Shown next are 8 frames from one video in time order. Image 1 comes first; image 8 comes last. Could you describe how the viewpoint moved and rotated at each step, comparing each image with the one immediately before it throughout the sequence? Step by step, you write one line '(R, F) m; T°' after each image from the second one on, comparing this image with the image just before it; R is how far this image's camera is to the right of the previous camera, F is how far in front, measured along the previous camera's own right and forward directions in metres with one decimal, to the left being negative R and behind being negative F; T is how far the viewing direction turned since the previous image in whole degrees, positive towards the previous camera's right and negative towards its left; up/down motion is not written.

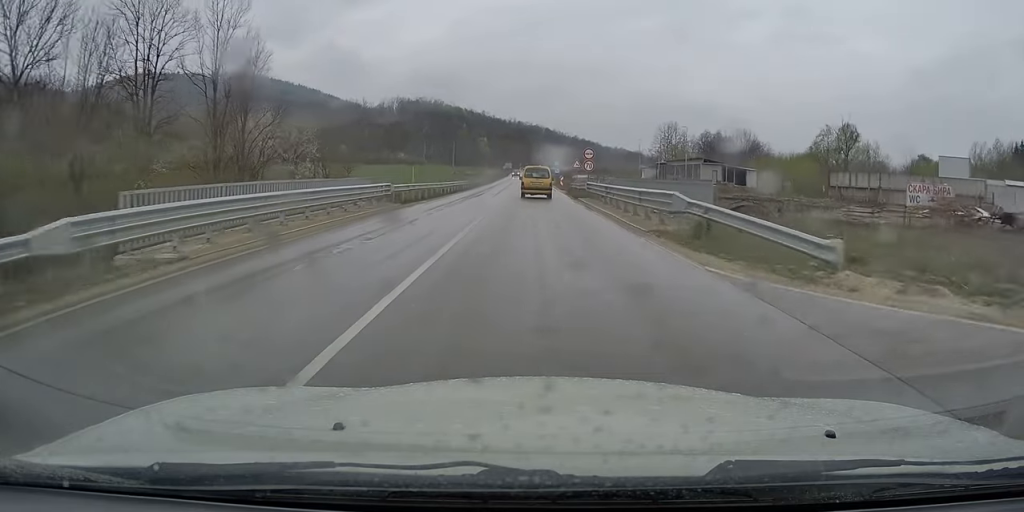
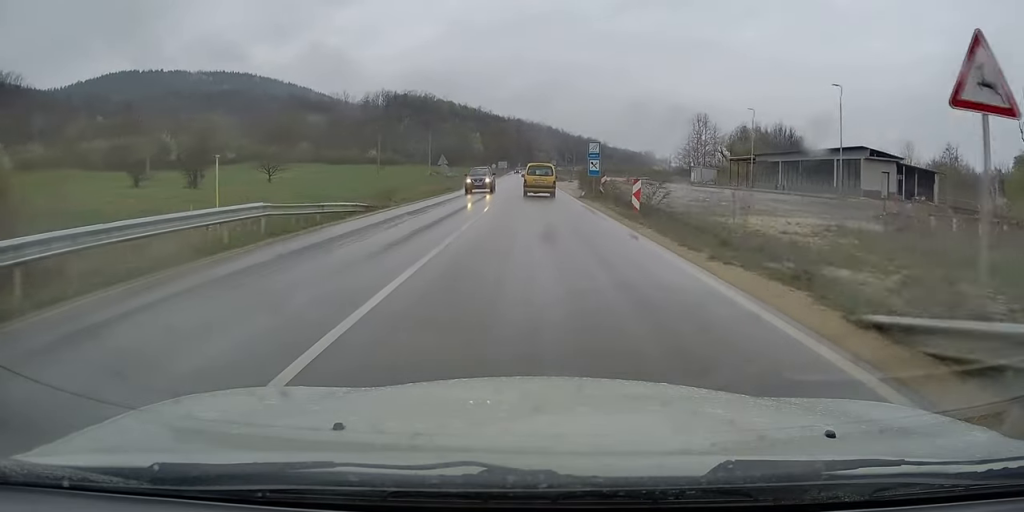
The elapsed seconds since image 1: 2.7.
(-0.5, +47.8) m; 0°
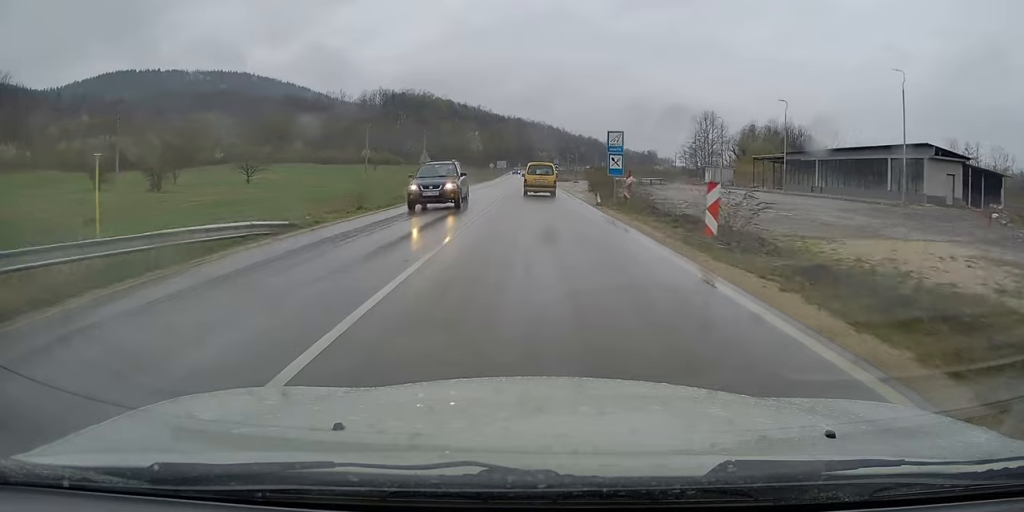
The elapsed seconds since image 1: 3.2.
(+0.2, +8.7) m; 0°
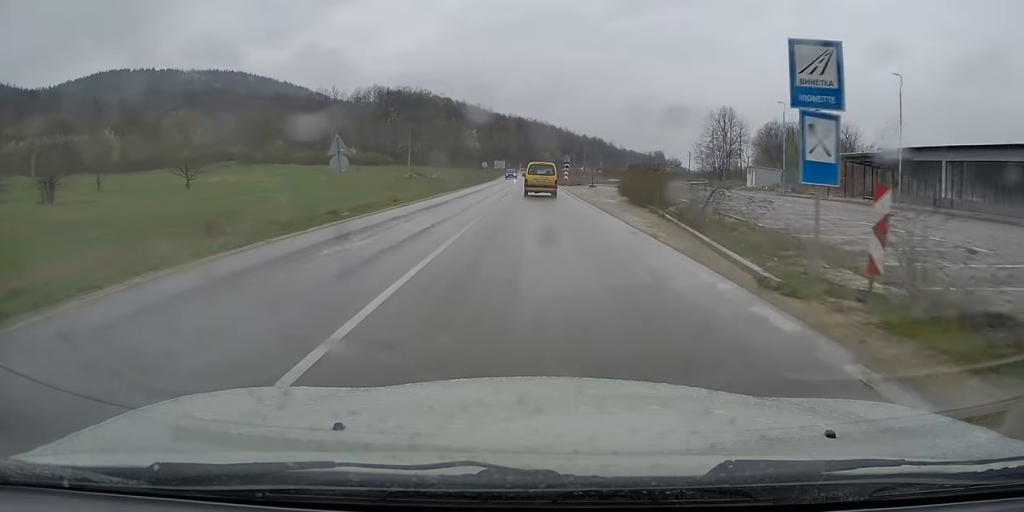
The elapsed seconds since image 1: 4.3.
(+0.1, +19.2) m; -1°
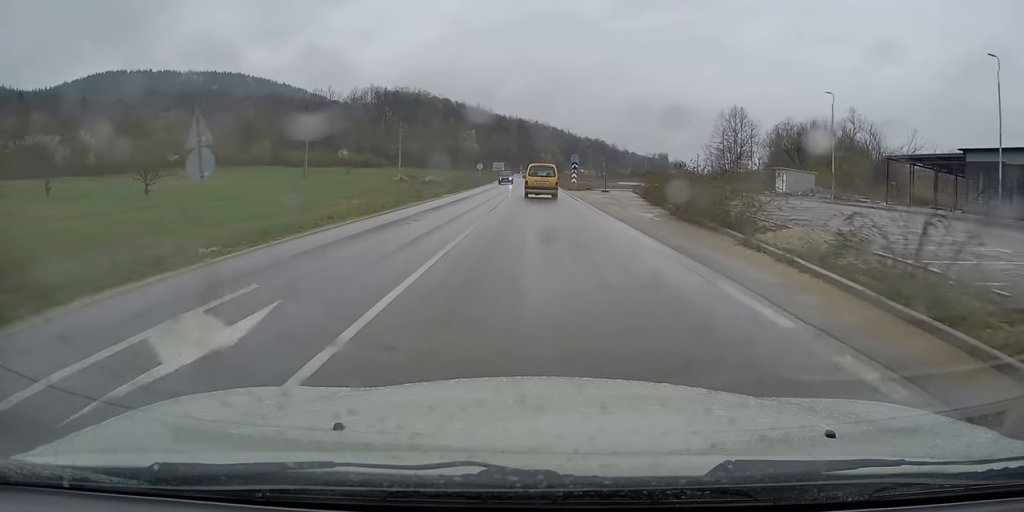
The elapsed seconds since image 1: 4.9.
(-0.1, +9.9) m; -1°
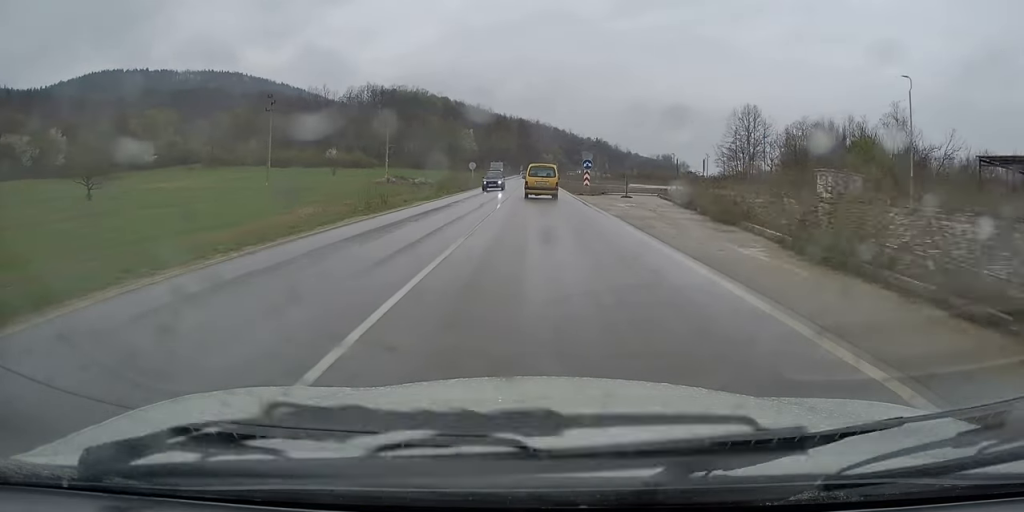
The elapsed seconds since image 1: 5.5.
(0.0, +11.1) m; 0°
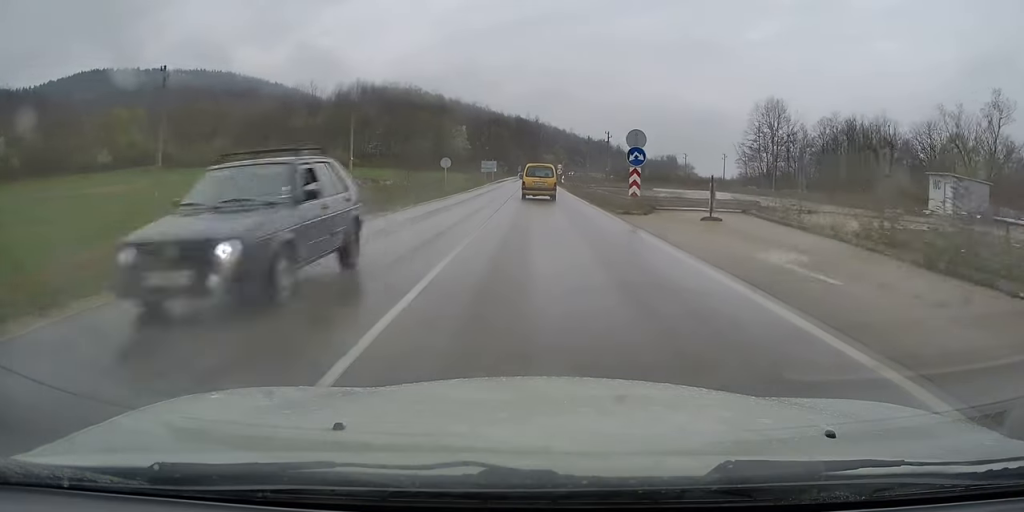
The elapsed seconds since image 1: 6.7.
(0.0, +19.7) m; 0°
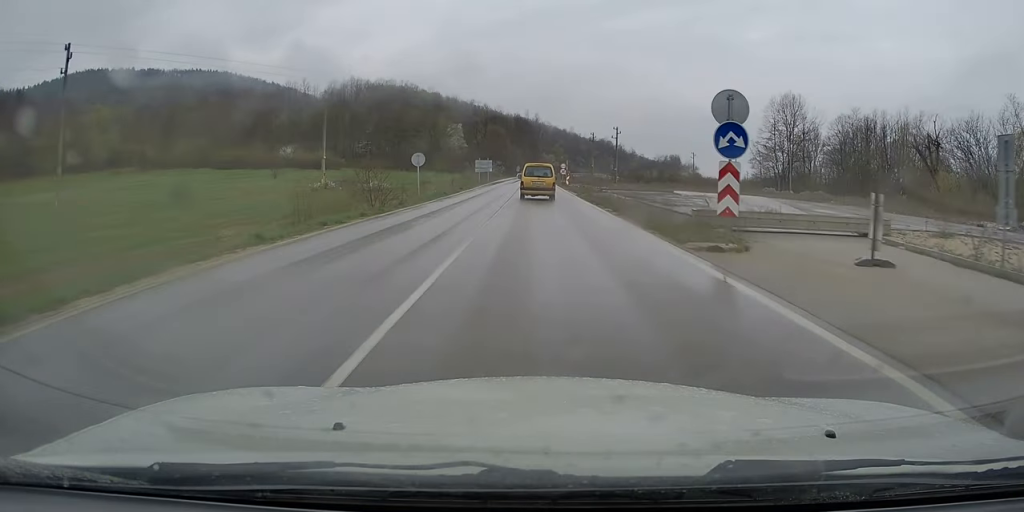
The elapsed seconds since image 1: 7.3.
(0.0, +10.9) m; 0°
